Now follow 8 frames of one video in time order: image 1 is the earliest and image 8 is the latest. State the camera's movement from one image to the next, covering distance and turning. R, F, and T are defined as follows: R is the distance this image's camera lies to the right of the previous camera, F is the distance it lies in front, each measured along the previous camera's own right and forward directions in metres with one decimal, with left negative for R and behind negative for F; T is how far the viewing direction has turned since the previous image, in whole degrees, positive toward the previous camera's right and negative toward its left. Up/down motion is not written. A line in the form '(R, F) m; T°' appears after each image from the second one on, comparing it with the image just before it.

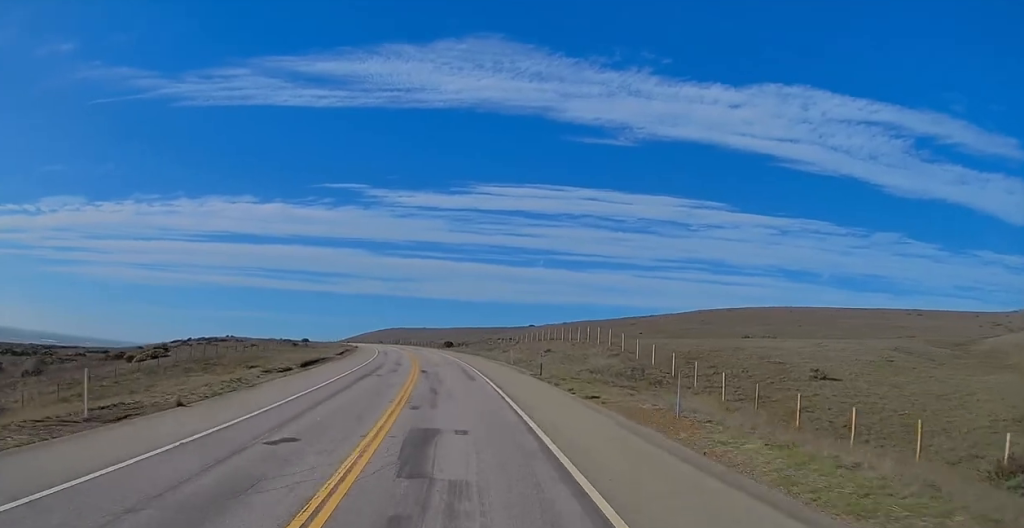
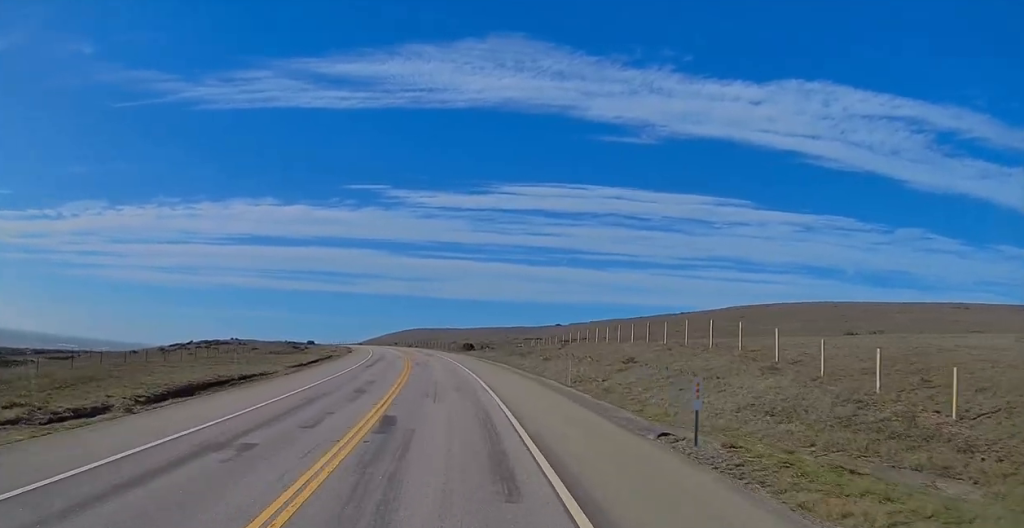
(0.0, +23.0) m; -1°
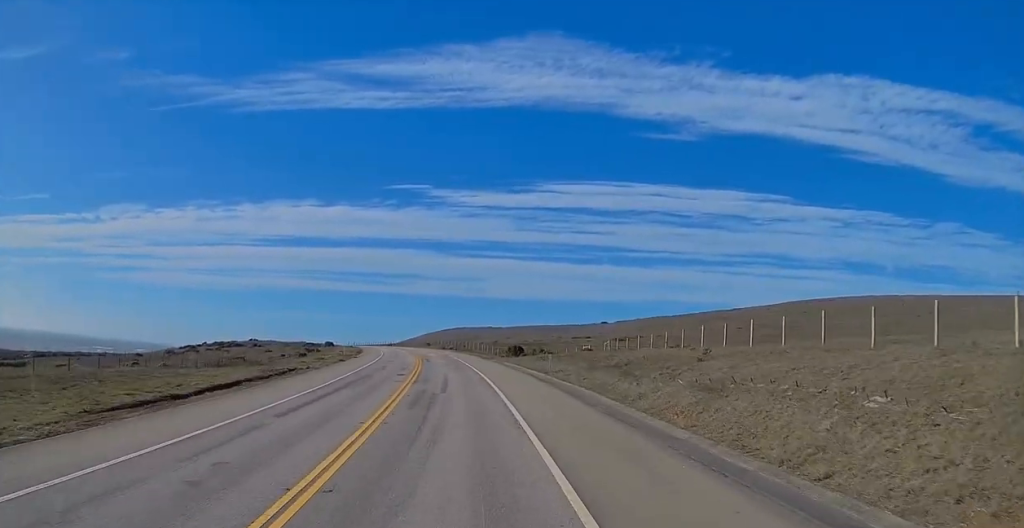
(-0.4, +26.2) m; -3°
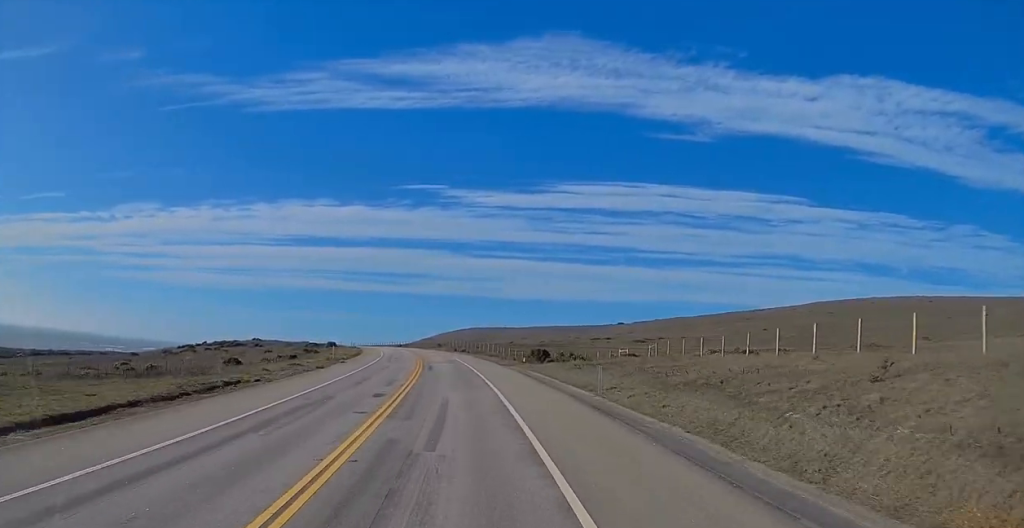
(-0.2, +11.7) m; -2°
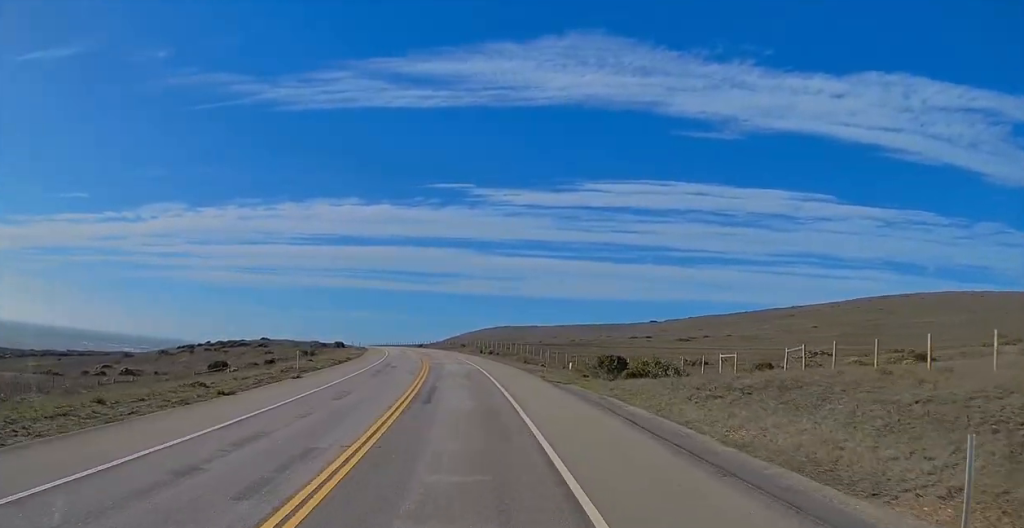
(-0.6, +20.1) m; -3°
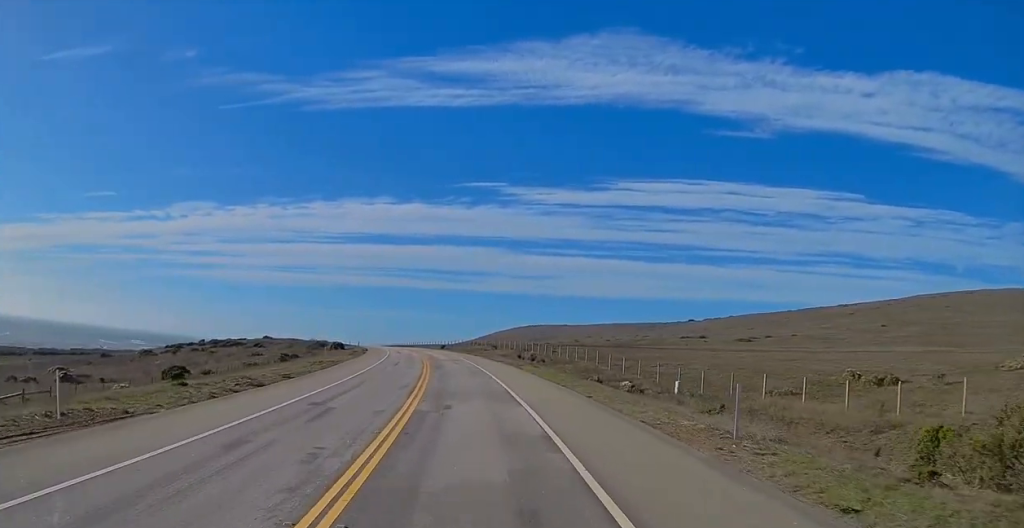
(-1.0, +27.1) m; -2°
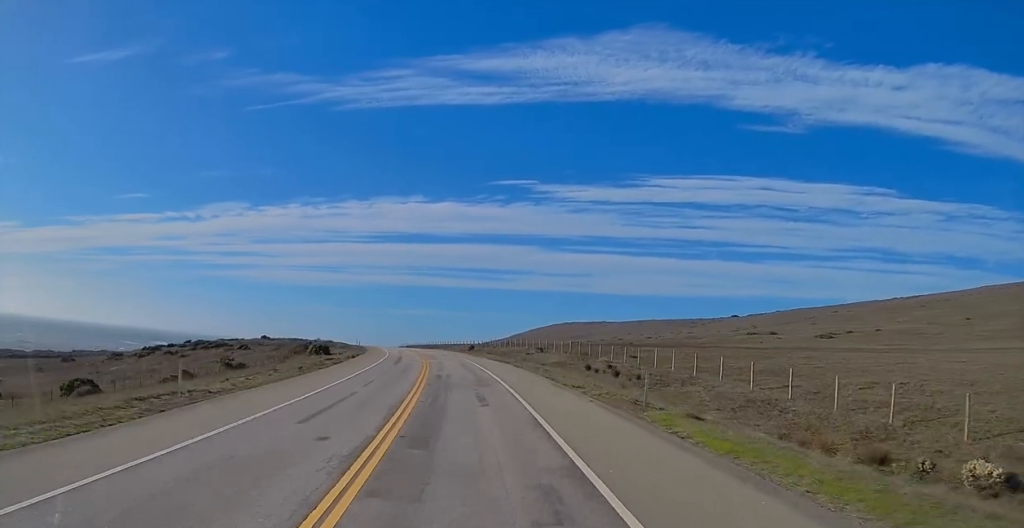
(0.0, +30.8) m; -1°
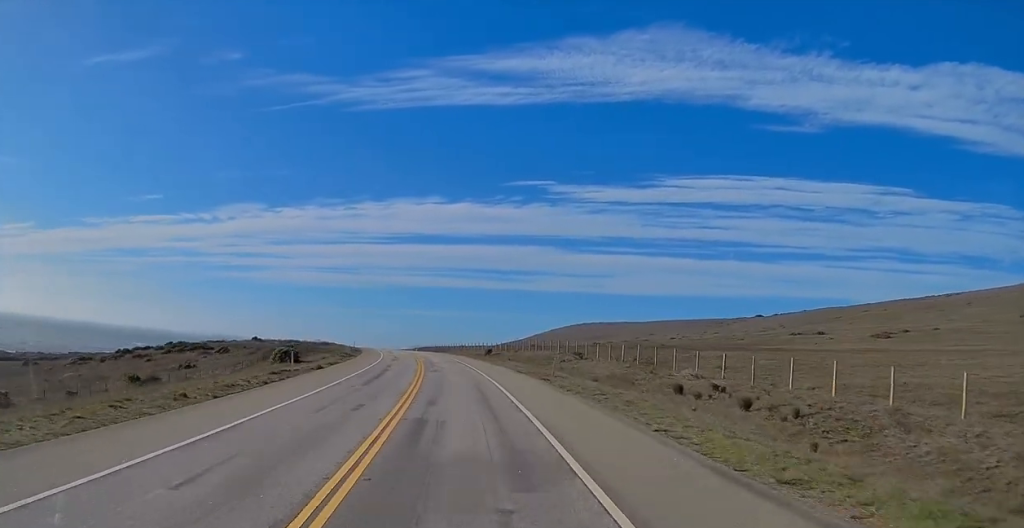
(-0.1, +18.4) m; -3°
